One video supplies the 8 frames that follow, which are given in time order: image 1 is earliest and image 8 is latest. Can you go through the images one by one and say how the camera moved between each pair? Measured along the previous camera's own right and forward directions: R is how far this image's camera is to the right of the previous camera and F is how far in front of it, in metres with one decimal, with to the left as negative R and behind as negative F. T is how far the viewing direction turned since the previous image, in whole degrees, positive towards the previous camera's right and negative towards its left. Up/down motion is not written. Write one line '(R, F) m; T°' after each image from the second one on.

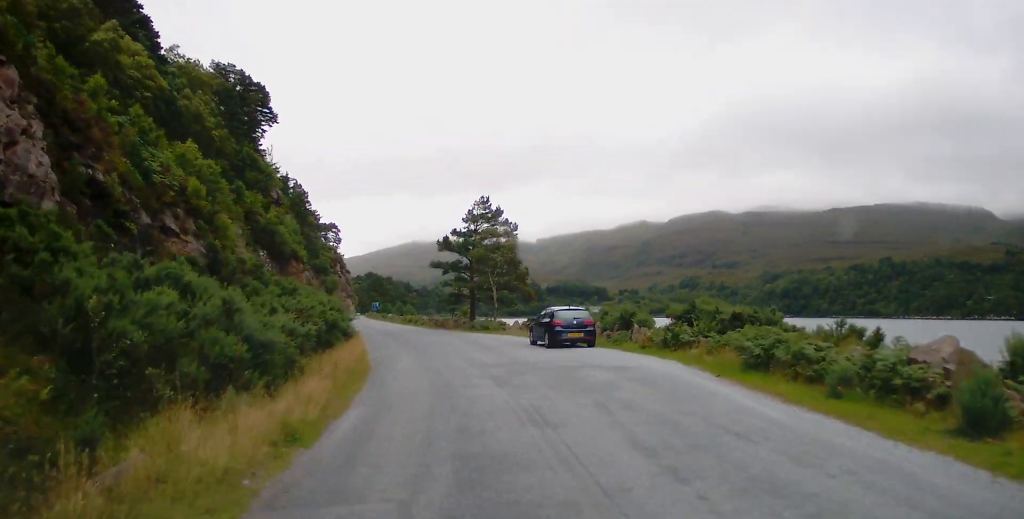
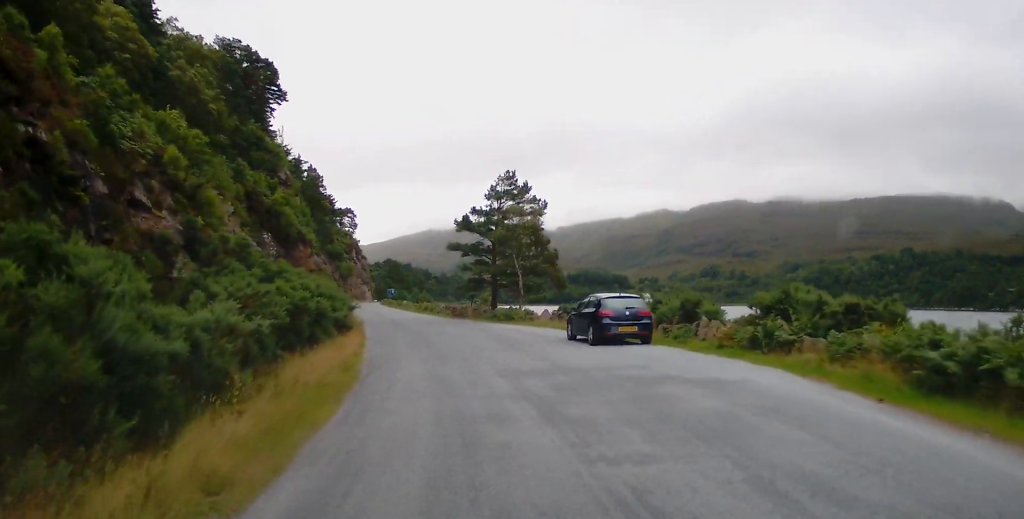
(+0.2, +5.7) m; -2°
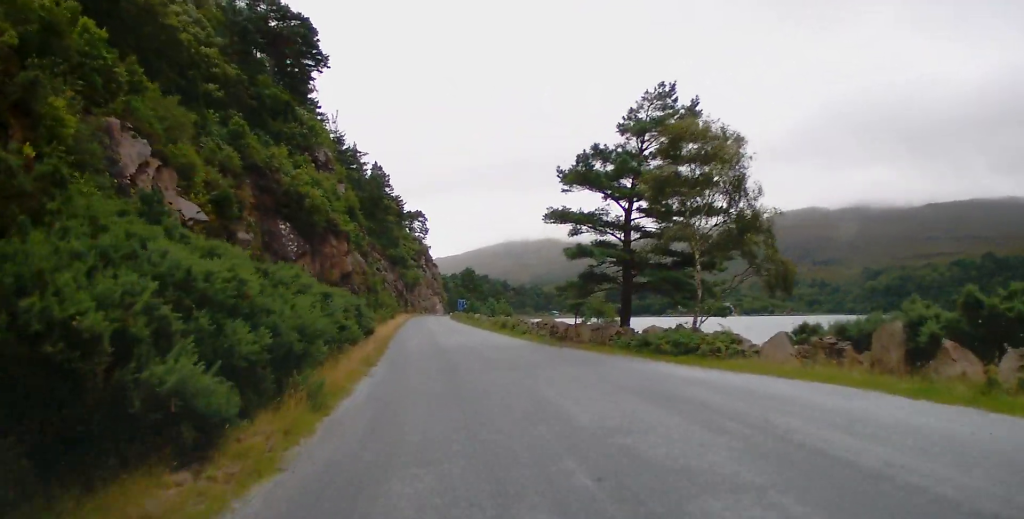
(-1.3, +20.7) m; -5°
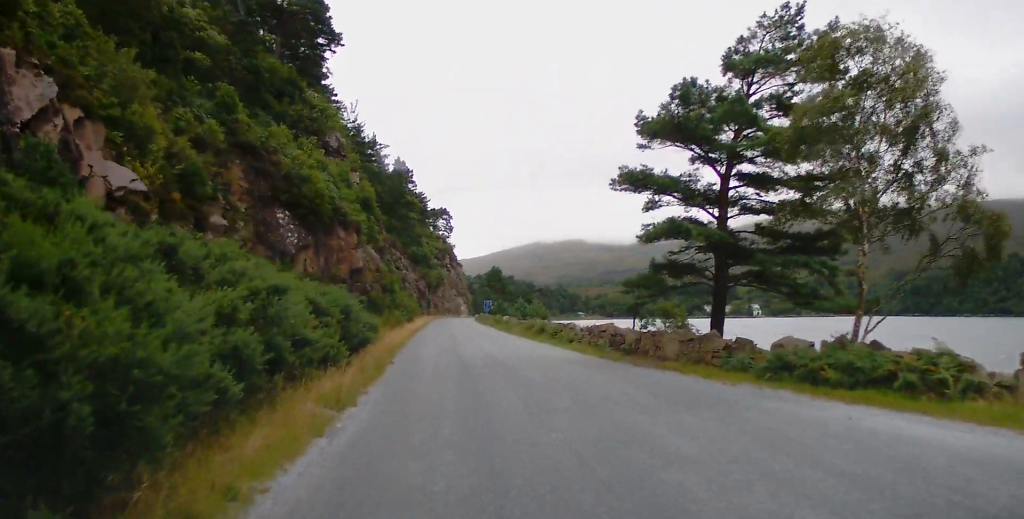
(+0.1, +7.8) m; -1°
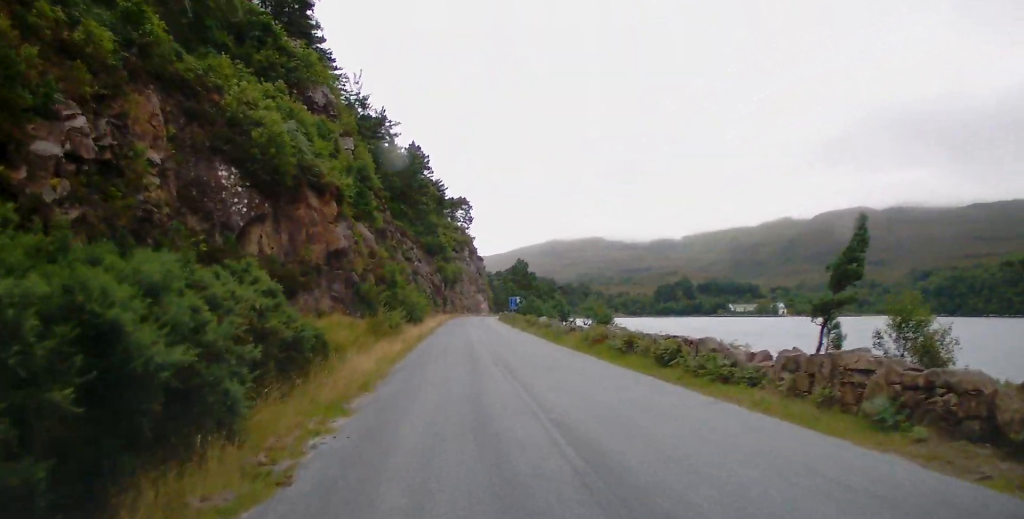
(-0.3, +15.4) m; -1°
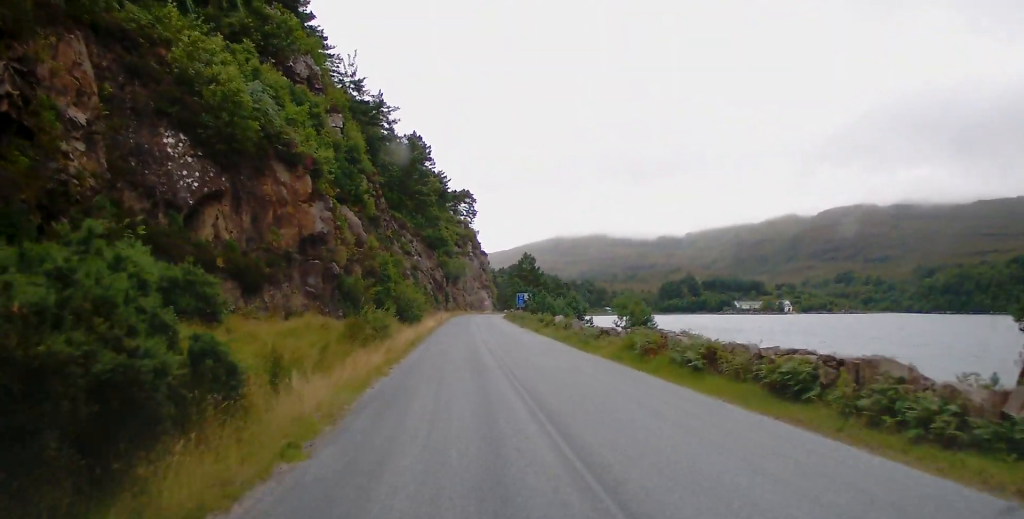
(0.0, +6.8) m; 0°
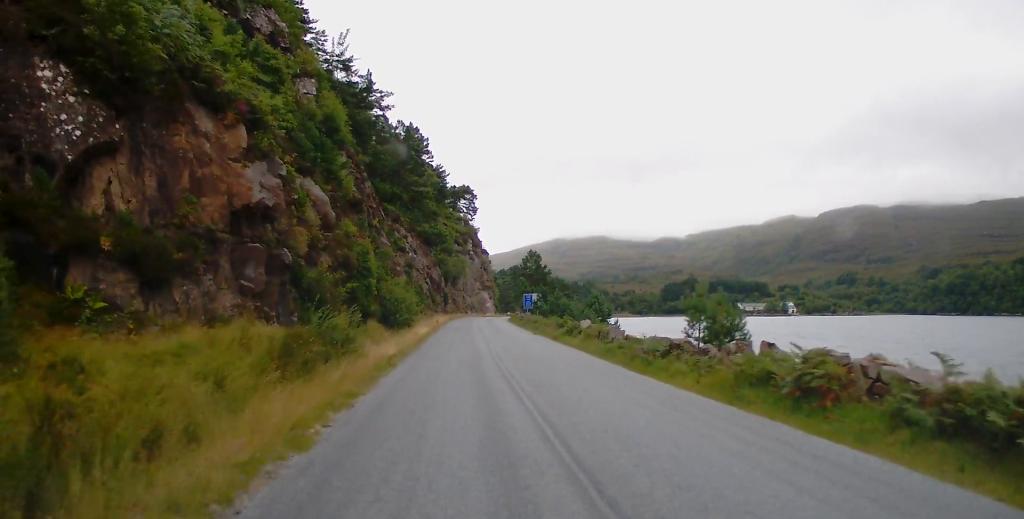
(0.0, +9.1) m; 0°
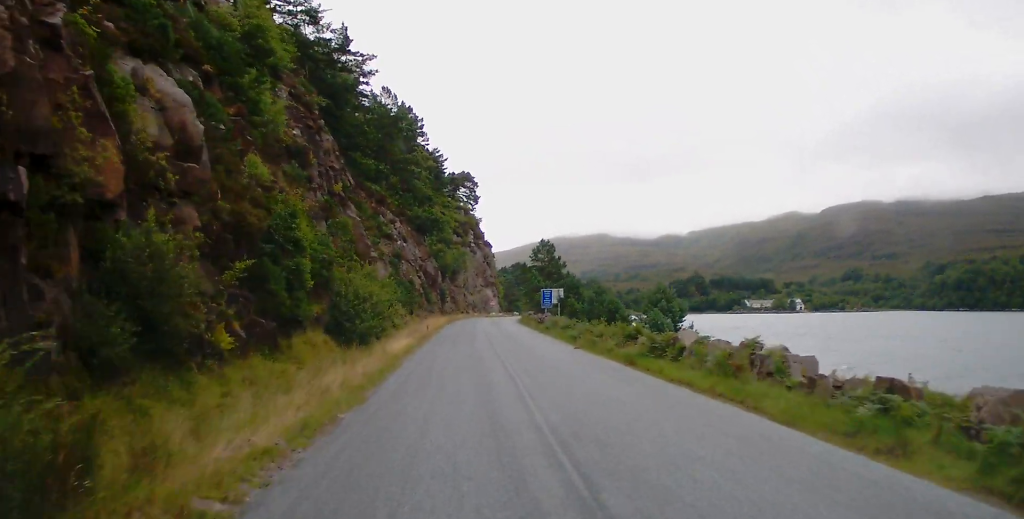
(0.0, +14.6) m; 0°
